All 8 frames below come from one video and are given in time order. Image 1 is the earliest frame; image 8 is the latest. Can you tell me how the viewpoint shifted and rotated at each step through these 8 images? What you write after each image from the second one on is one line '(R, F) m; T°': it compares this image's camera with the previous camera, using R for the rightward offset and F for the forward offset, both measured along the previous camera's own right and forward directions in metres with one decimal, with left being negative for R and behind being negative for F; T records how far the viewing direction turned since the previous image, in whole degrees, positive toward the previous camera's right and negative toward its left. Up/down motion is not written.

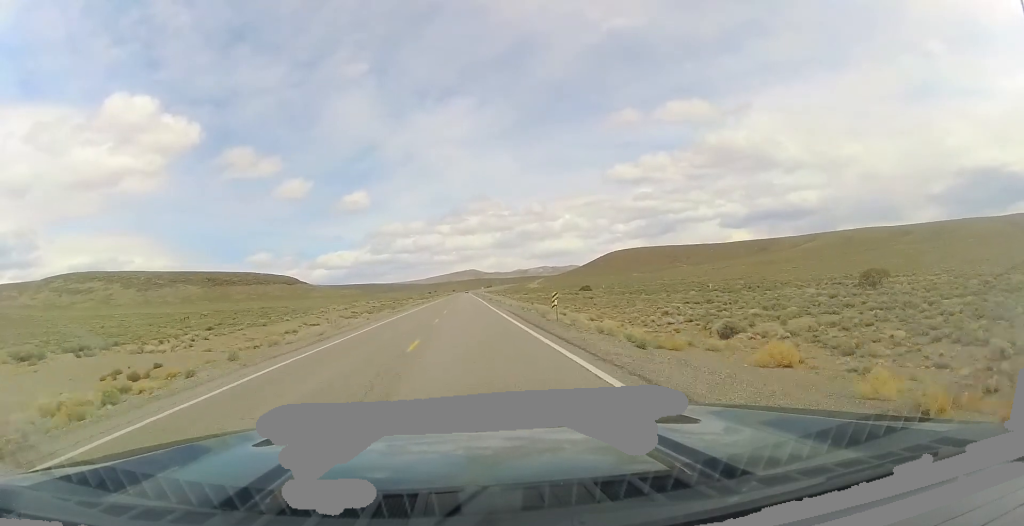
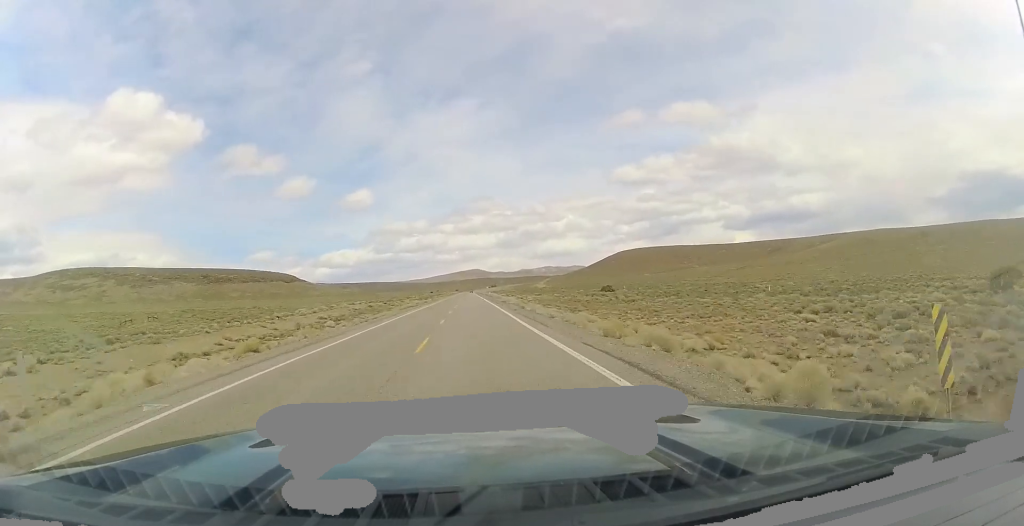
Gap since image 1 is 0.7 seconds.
(0.0, +25.1) m; 0°
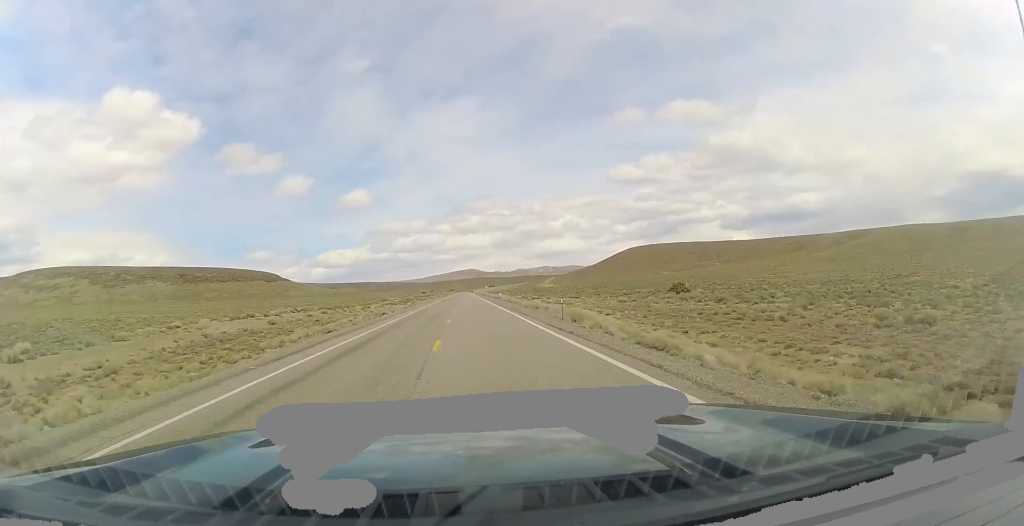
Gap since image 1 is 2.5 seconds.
(+0.1, +61.6) m; +1°
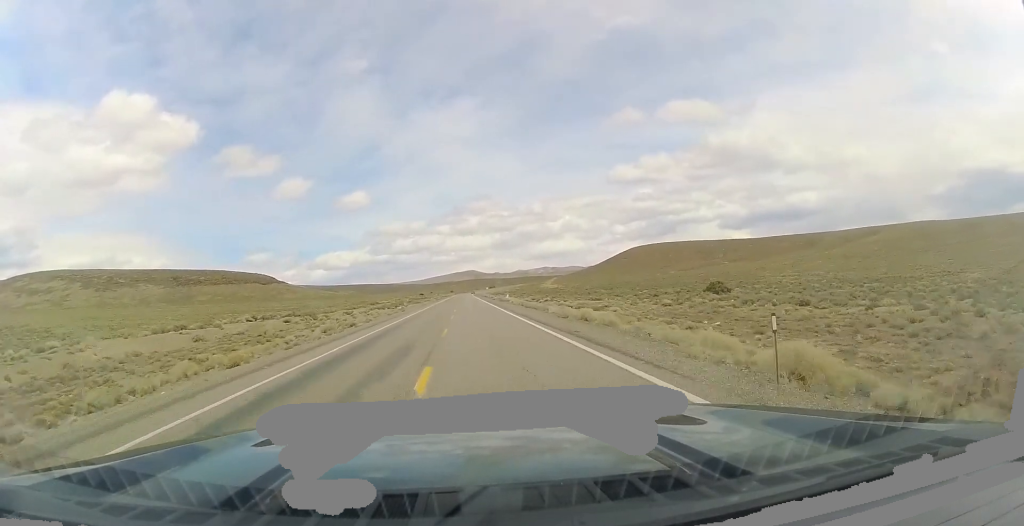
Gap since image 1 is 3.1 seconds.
(+0.2, +18.2) m; 0°
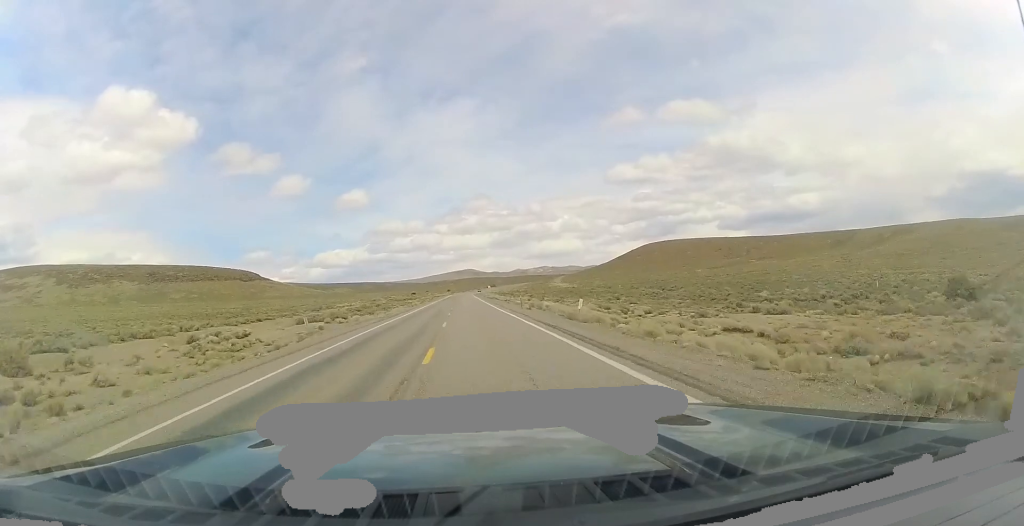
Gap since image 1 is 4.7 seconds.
(-0.1, +57.2) m; -1°
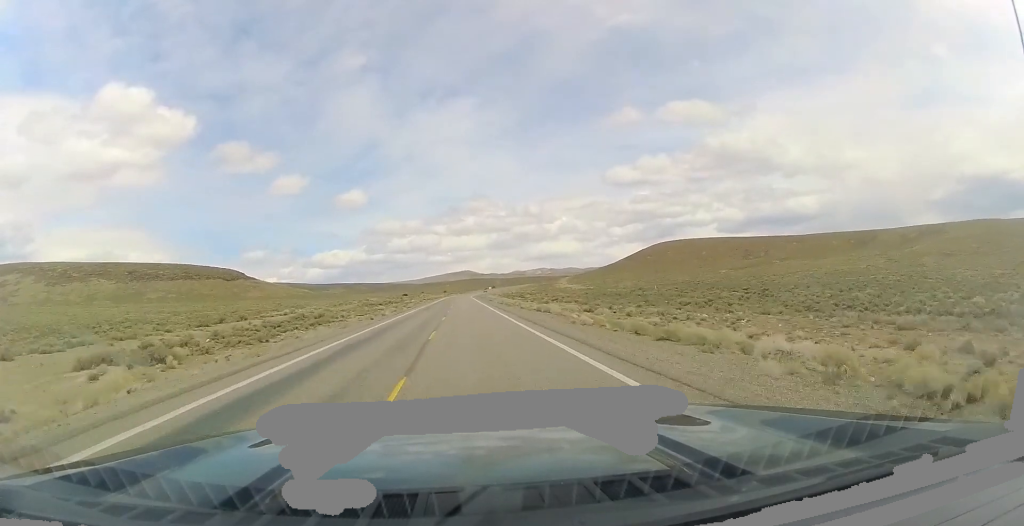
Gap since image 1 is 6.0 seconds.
(-0.2, +42.3) m; 0°
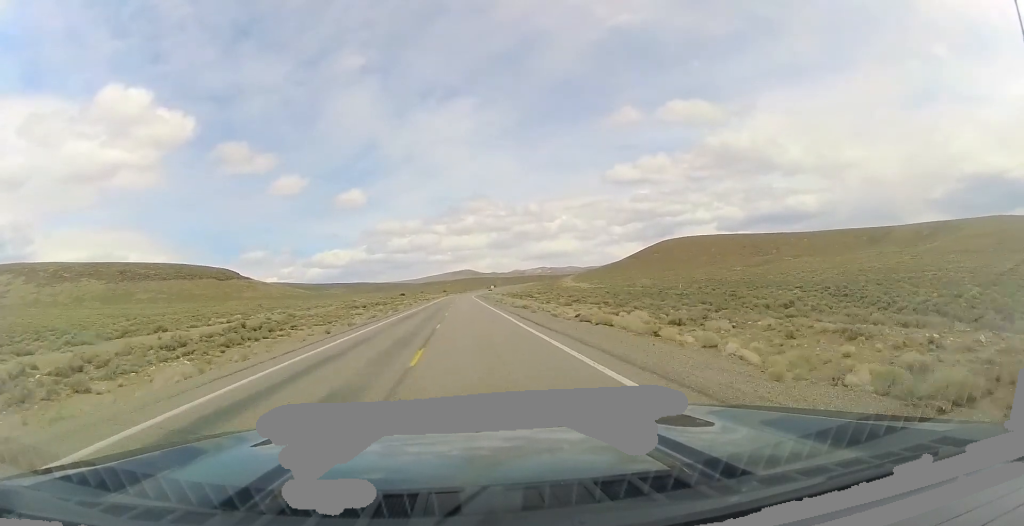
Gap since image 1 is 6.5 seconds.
(0.0, +19.5) m; 0°
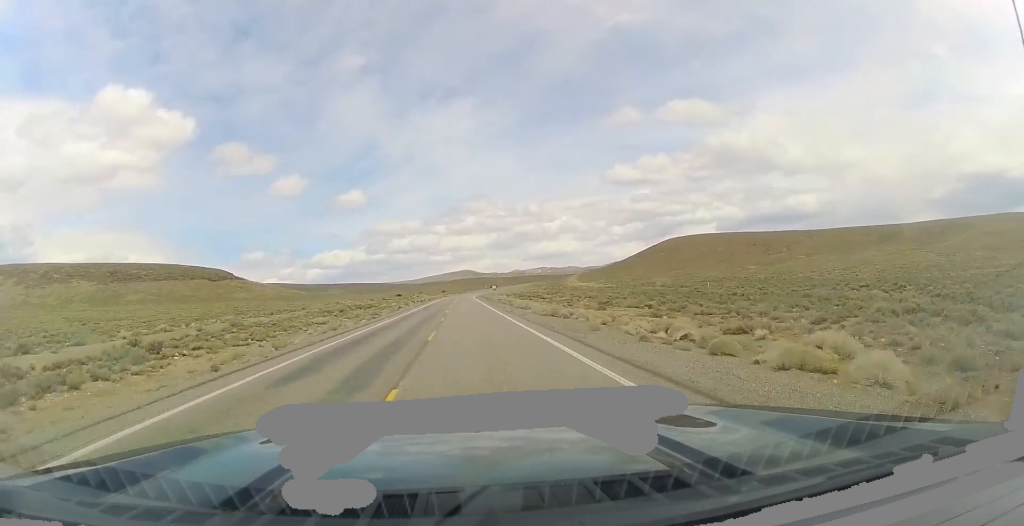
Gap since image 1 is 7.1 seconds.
(0.0, +18.4) m; 0°
